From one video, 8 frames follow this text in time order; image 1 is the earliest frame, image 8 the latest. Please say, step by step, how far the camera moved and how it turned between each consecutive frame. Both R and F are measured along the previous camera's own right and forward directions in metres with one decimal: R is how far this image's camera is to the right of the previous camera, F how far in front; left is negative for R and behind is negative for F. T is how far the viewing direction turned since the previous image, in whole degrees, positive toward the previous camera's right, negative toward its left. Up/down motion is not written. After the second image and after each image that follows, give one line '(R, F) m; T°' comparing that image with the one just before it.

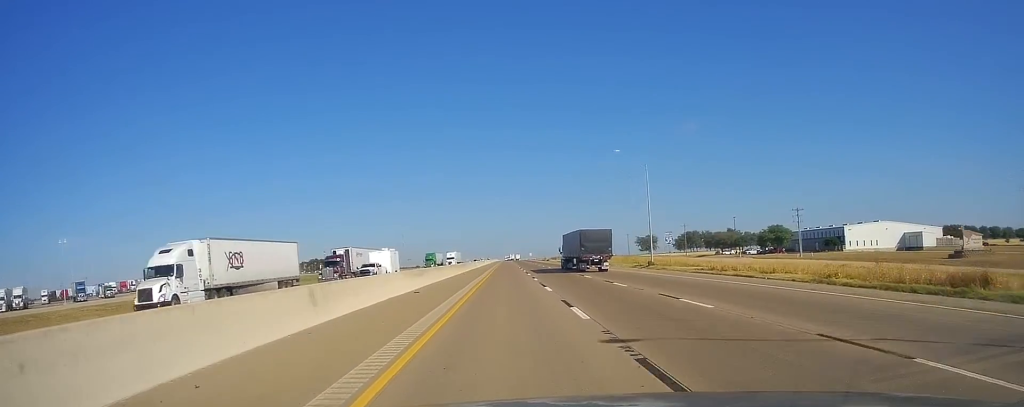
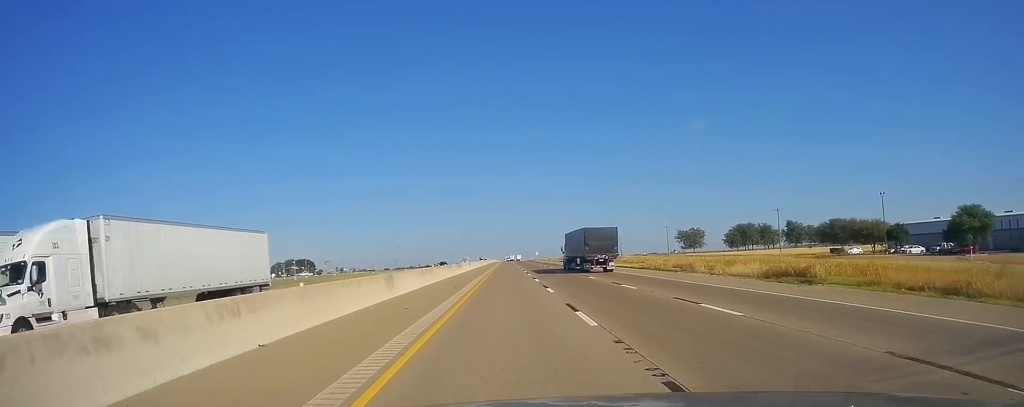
(-1.1, +75.0) m; 0°
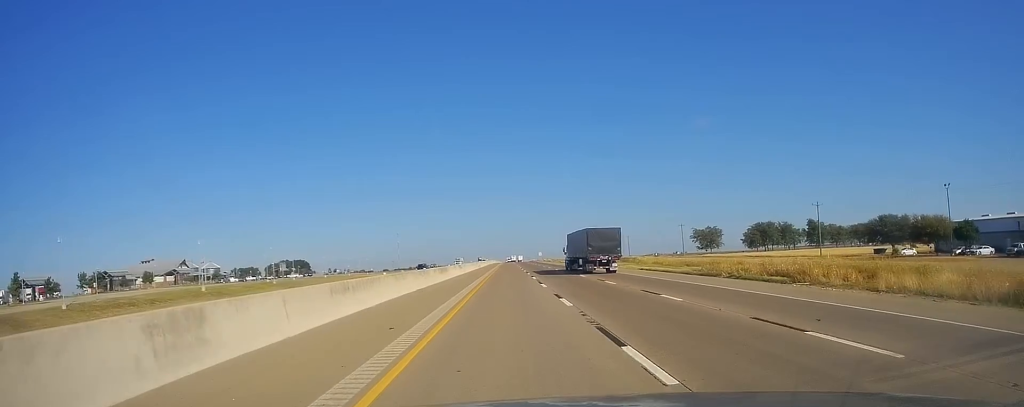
(+0.1, +18.6) m; 0°
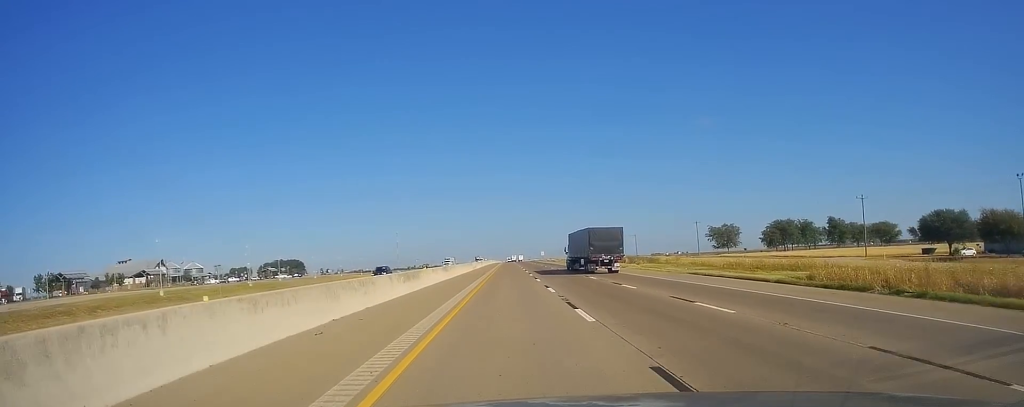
(+0.5, +16.9) m; 0°
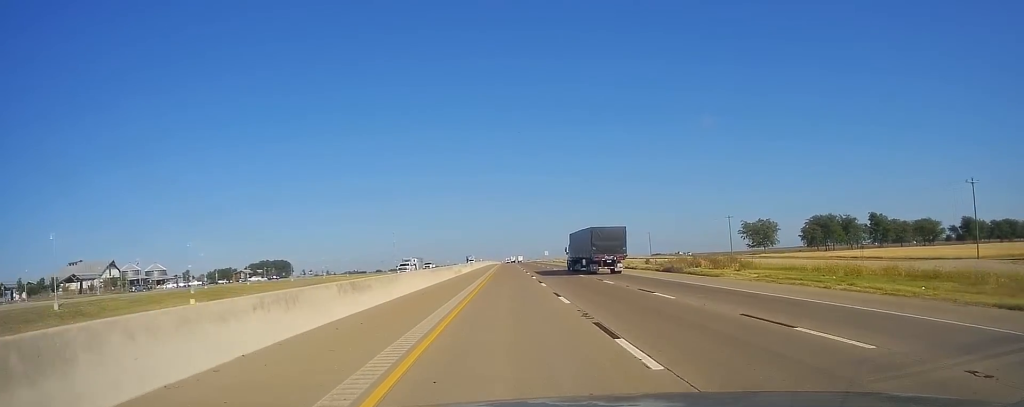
(-0.4, +30.5) m; -1°
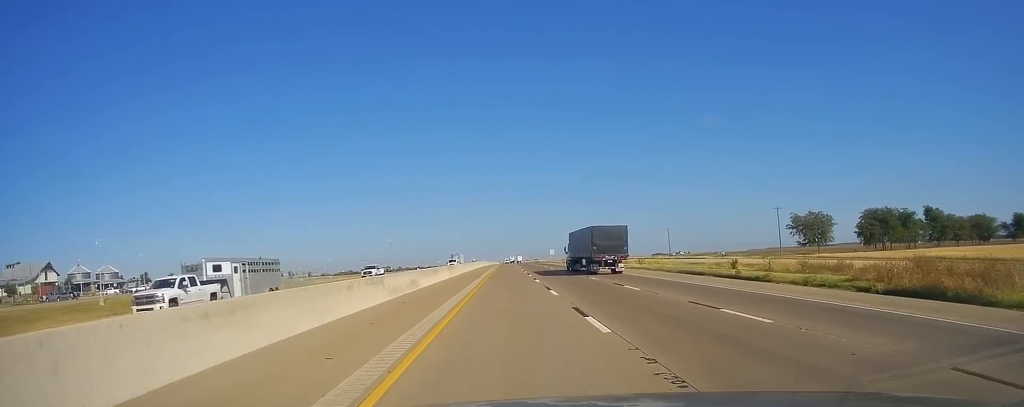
(-0.2, +32.3) m; 0°
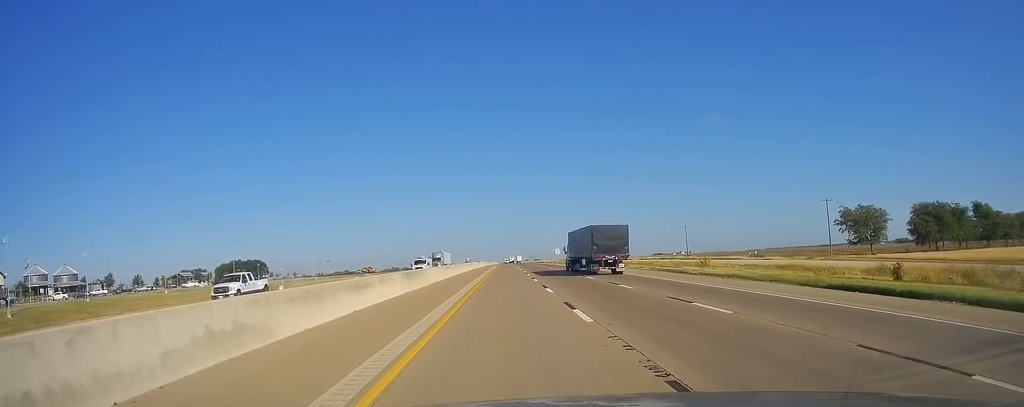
(+0.1, +23.3) m; 0°
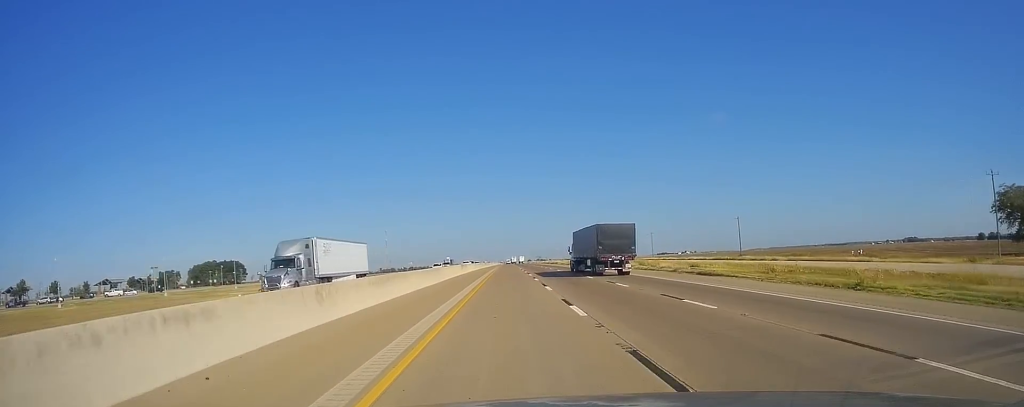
(0.0, +47.2) m; -1°
